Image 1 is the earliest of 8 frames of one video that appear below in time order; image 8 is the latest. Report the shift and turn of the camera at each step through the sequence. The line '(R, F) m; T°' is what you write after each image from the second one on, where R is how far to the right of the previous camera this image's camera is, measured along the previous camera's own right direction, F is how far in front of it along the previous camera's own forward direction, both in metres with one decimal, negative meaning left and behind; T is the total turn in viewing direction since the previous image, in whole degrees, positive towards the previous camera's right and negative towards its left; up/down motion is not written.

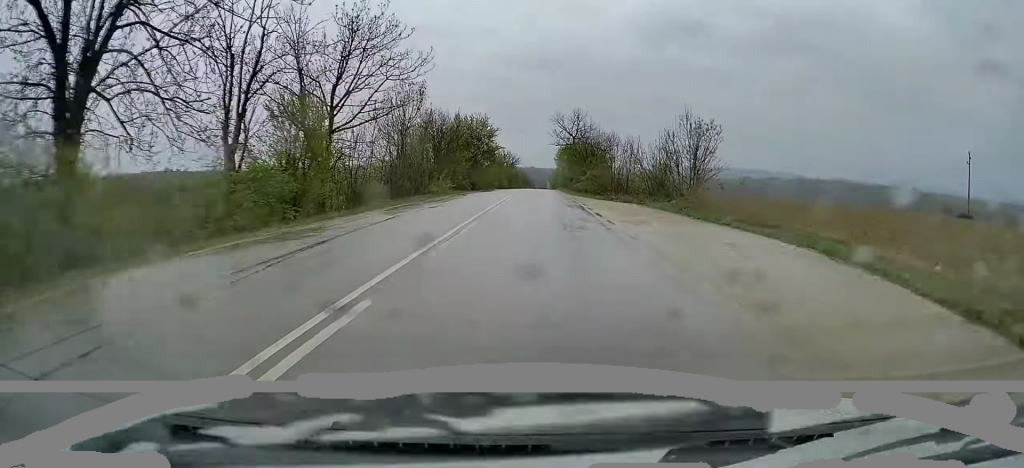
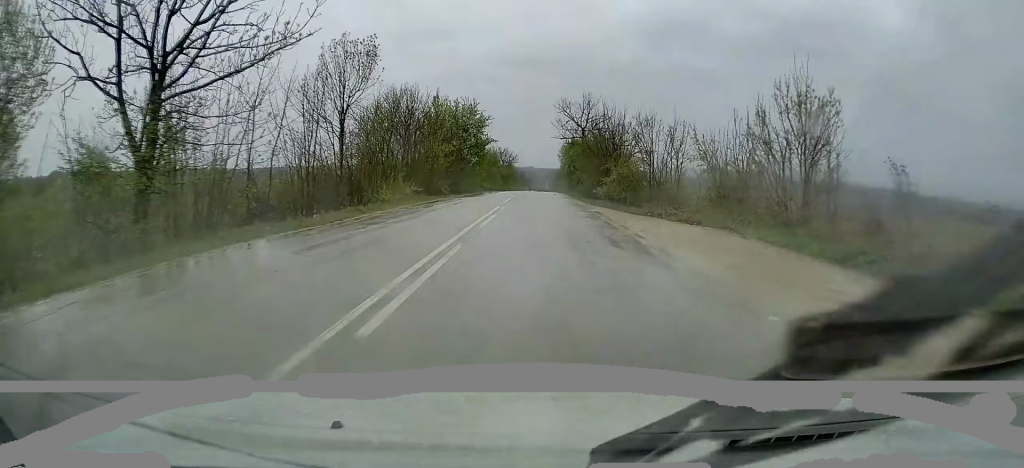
(0.0, +13.9) m; 0°
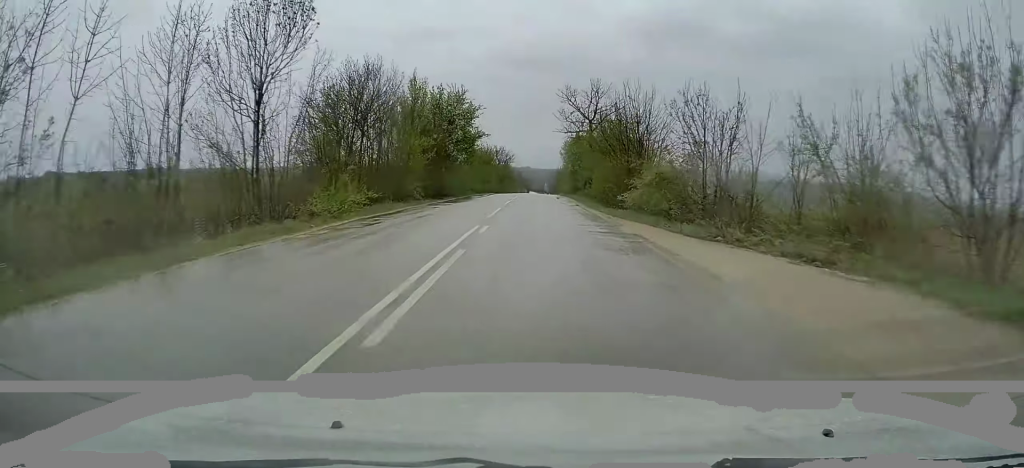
(0.0, +9.1) m; 0°
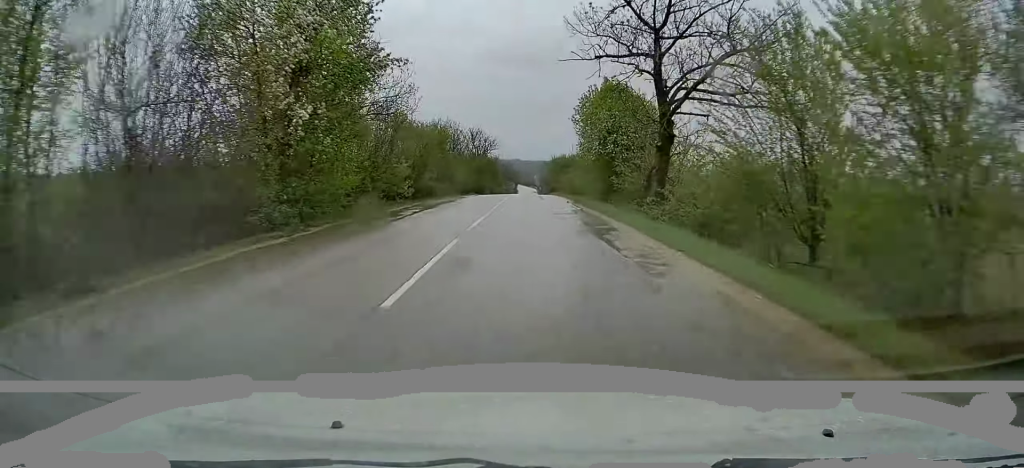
(0.0, +30.8) m; 0°
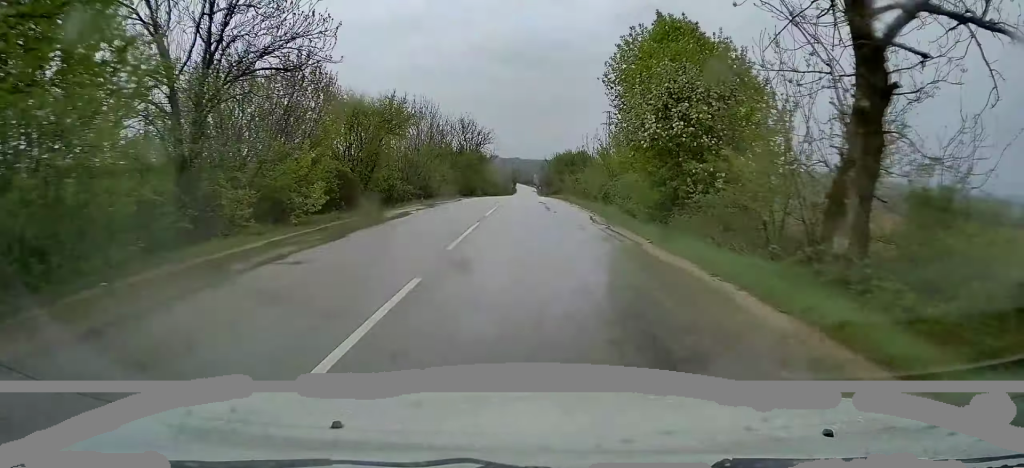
(0.0, +13.4) m; 0°
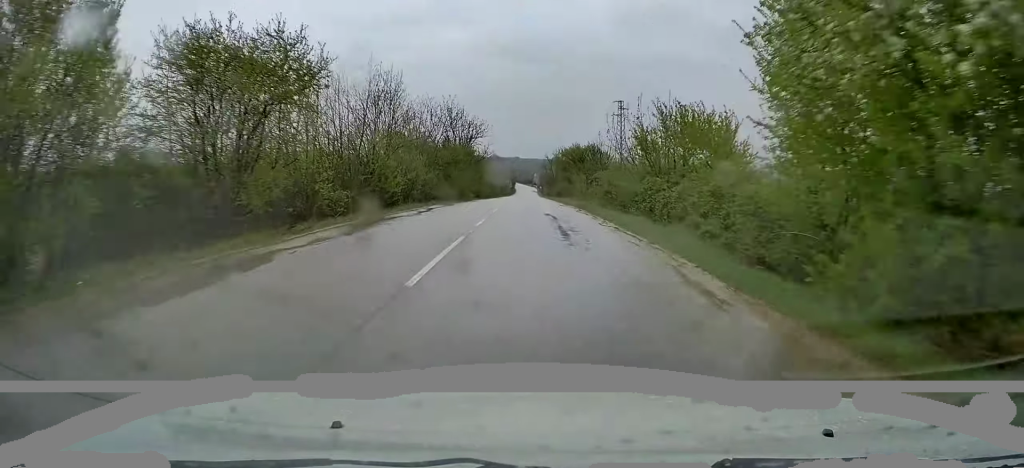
(0.0, +12.7) m; 0°
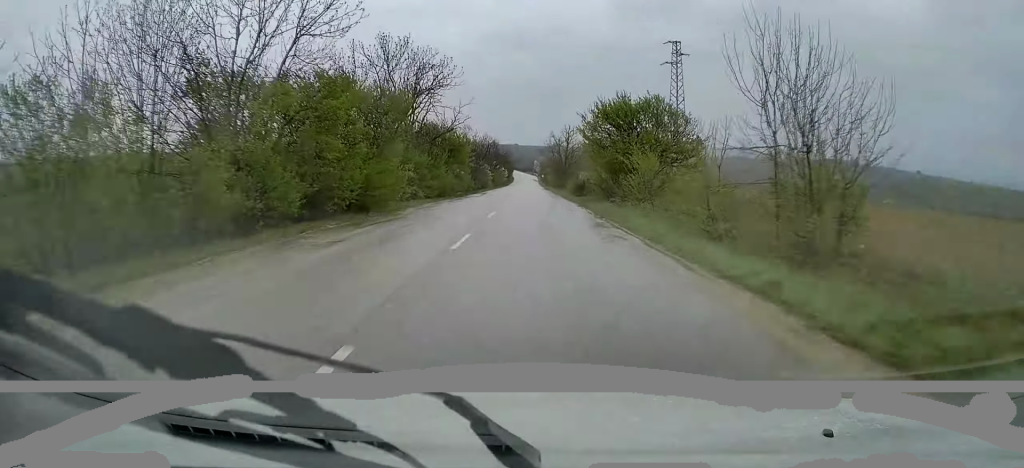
(+0.1, +31.9) m; 0°
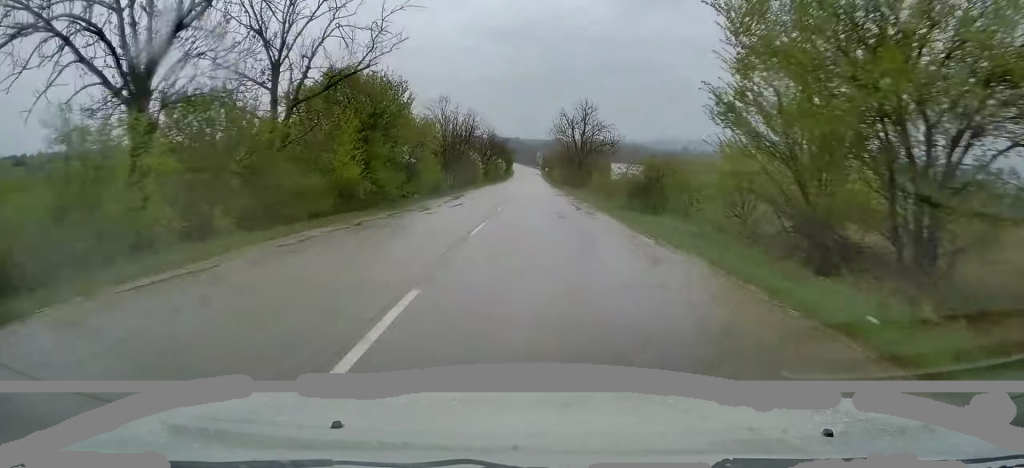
(+0.1, +24.8) m; 0°
